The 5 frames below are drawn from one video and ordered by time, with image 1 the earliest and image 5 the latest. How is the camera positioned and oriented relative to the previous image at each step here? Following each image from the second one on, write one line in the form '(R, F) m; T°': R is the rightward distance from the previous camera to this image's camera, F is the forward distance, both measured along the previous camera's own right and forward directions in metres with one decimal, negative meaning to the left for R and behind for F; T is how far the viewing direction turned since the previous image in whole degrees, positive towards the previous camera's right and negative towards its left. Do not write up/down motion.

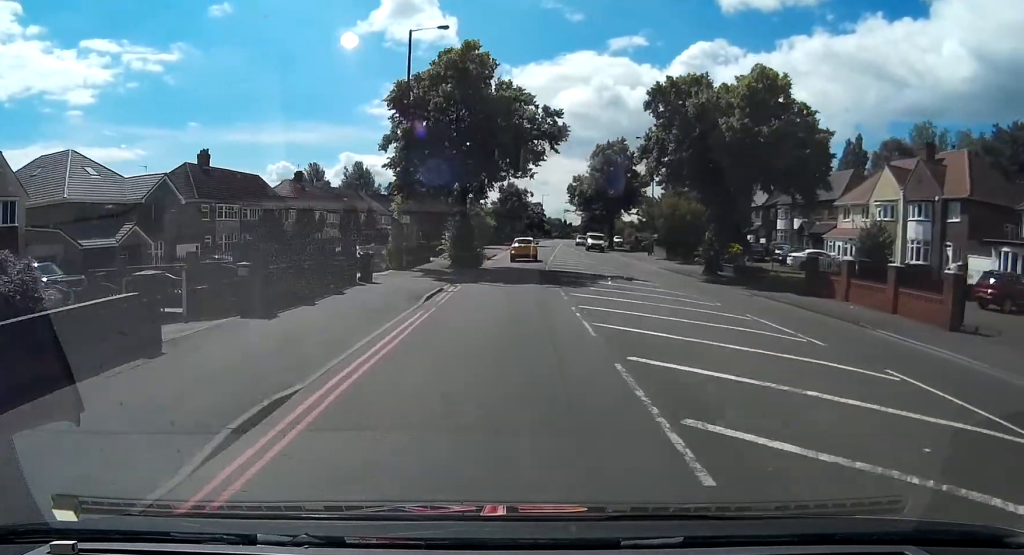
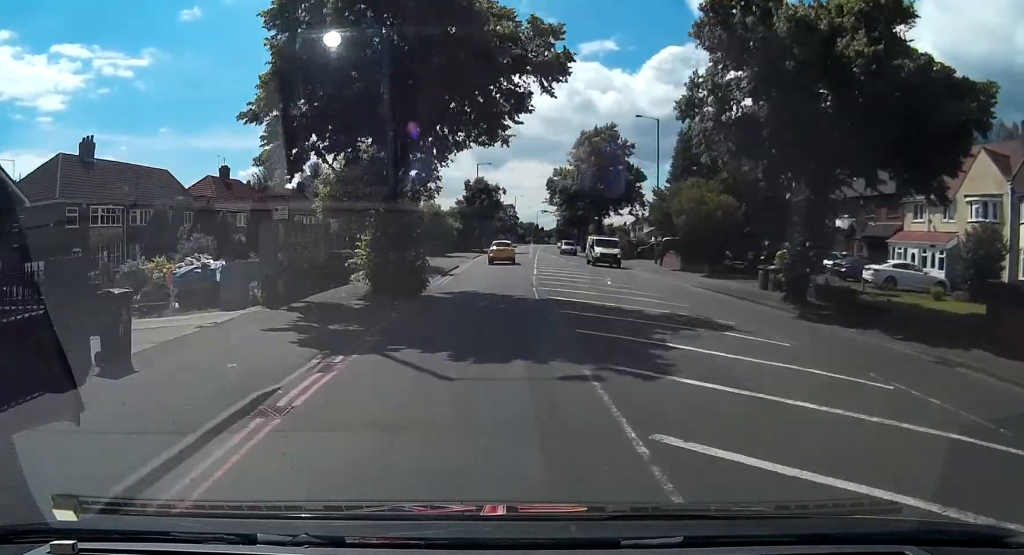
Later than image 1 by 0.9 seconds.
(-0.4, +12.2) m; -4°
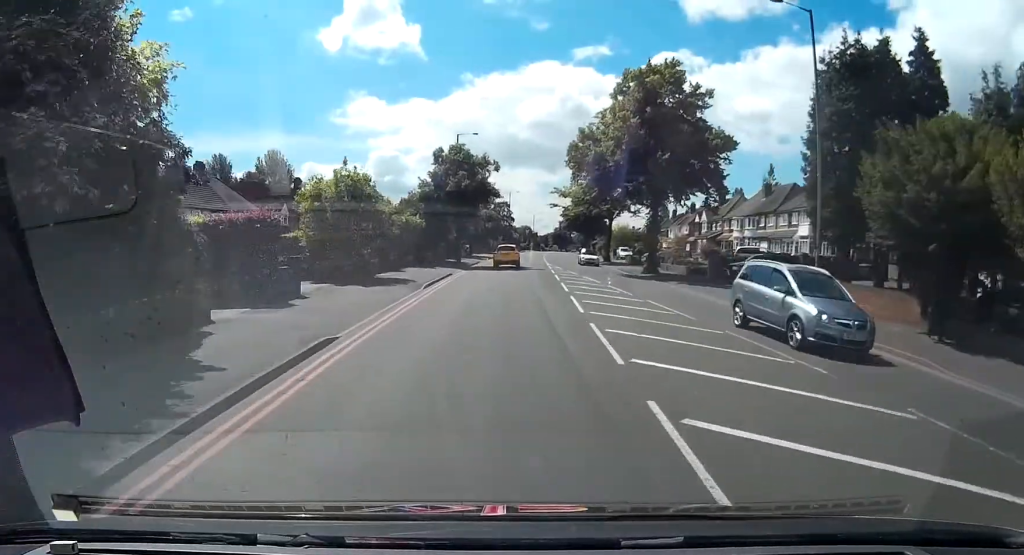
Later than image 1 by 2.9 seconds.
(-1.0, +24.8) m; -2°
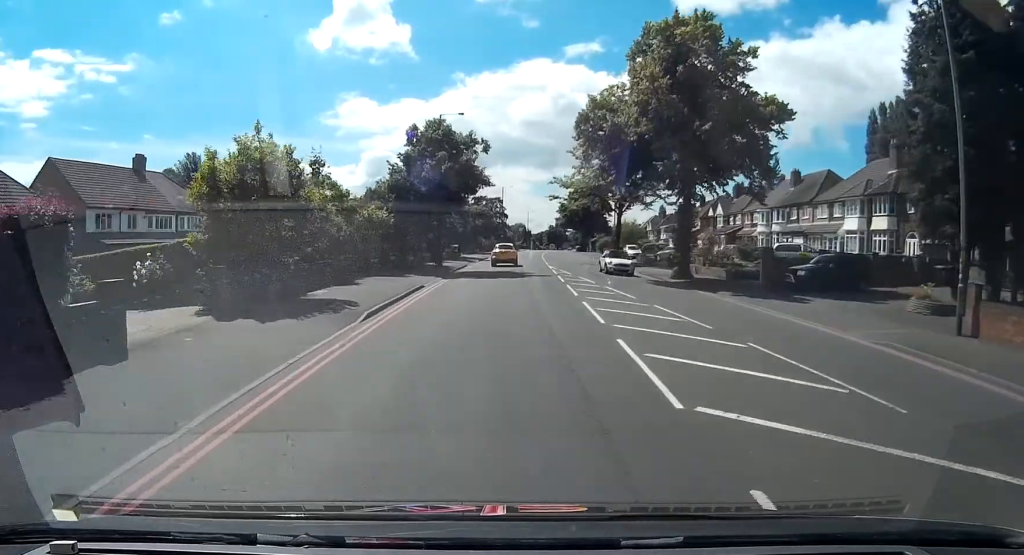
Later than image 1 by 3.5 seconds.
(0.0, +8.2) m; 0°
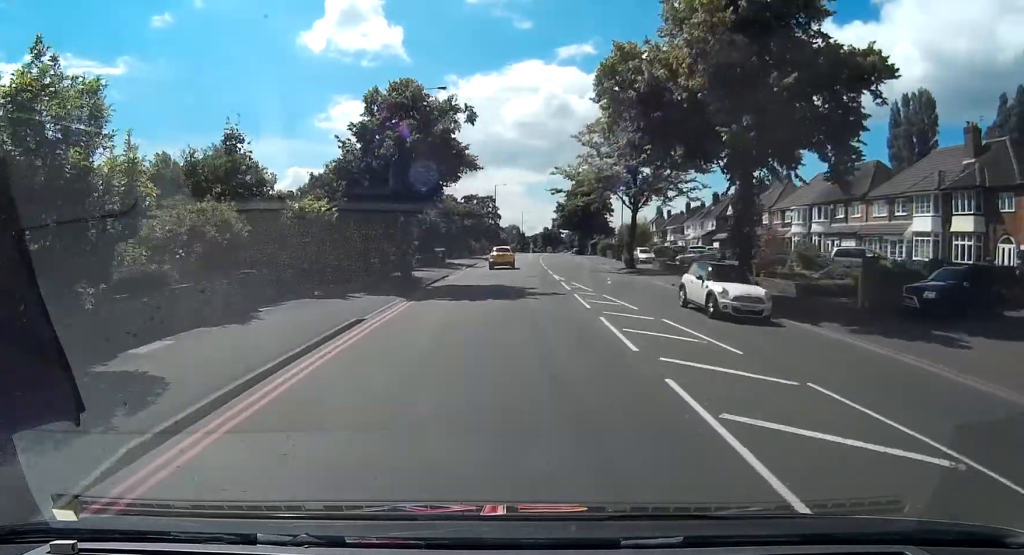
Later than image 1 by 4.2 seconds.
(0.0, +8.6) m; 0°
